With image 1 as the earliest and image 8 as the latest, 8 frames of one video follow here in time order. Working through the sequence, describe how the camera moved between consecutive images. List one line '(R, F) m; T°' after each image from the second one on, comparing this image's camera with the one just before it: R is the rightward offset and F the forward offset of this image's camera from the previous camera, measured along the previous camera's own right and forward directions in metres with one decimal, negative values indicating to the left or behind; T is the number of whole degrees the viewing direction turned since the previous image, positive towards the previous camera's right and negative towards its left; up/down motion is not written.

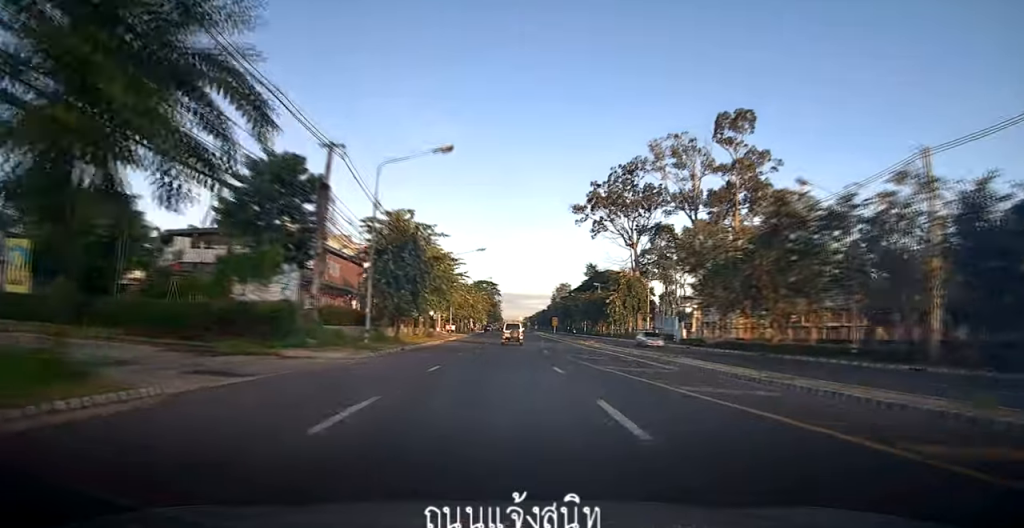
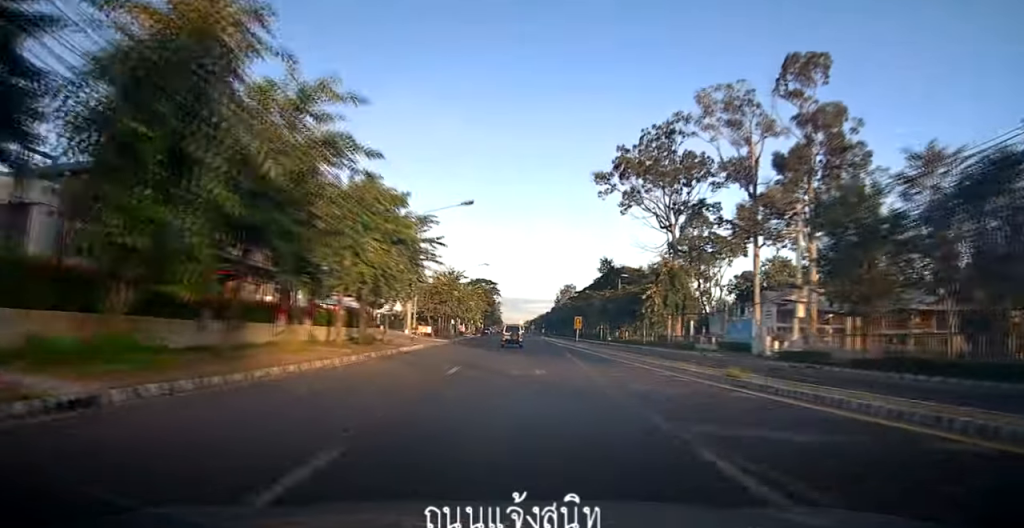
(-0.5, +23.6) m; -1°
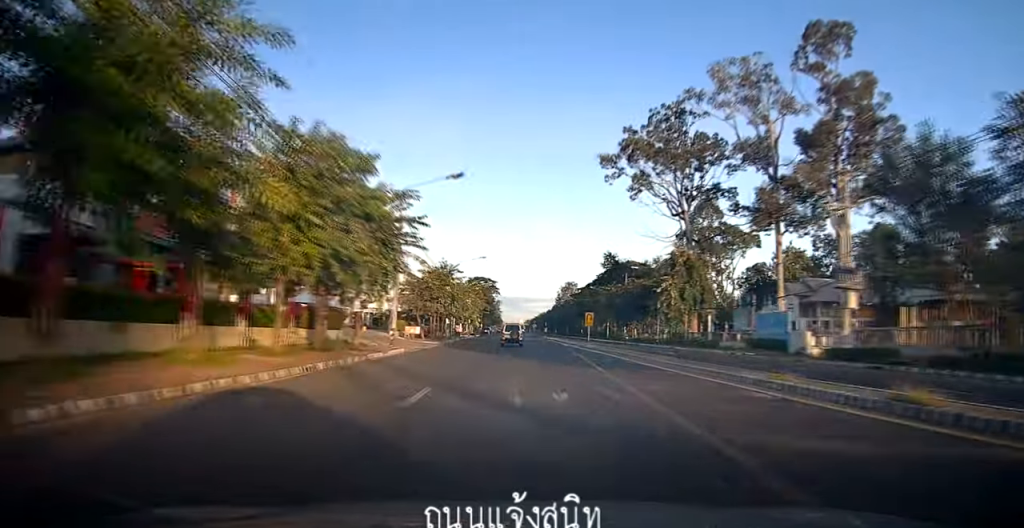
(+0.2, +6.7) m; +1°
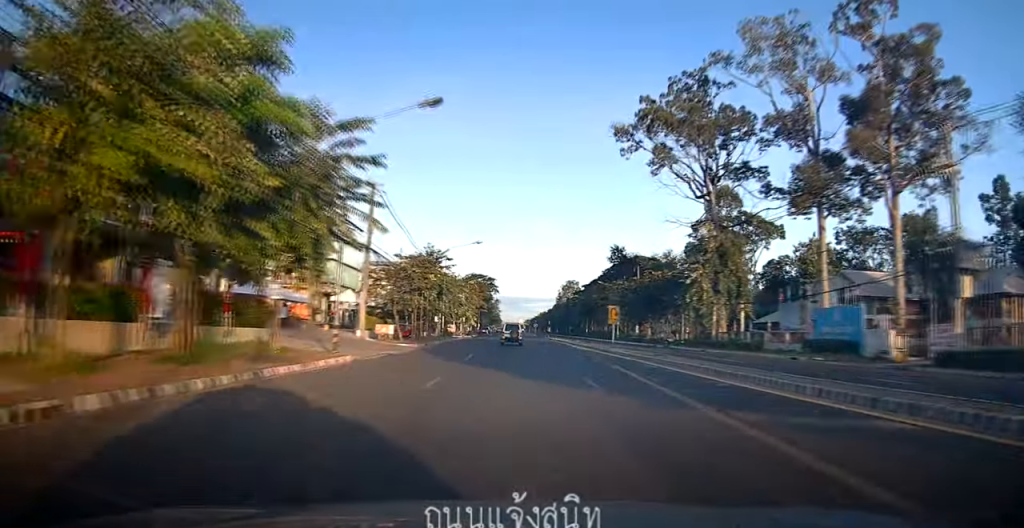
(+0.2, +10.1) m; +1°
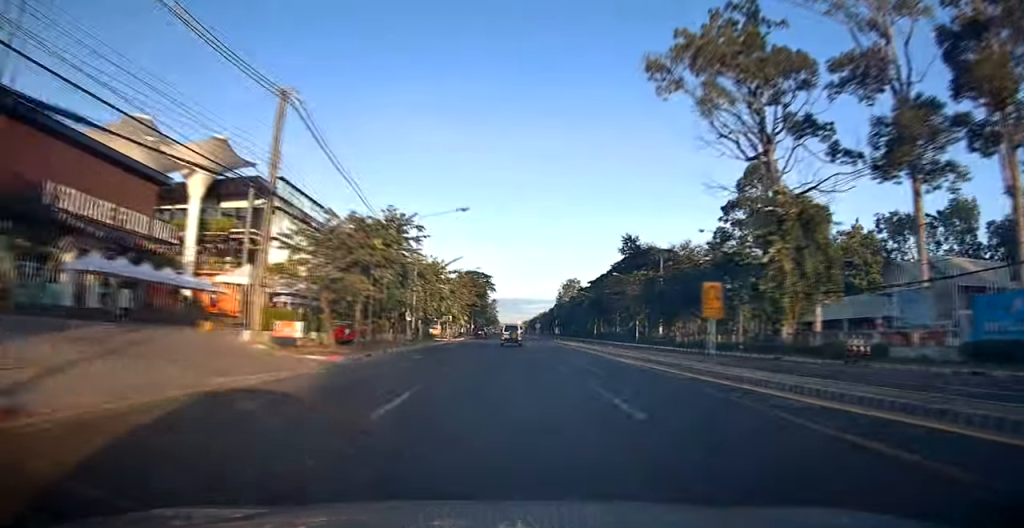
(-0.1, +15.6) m; 0°
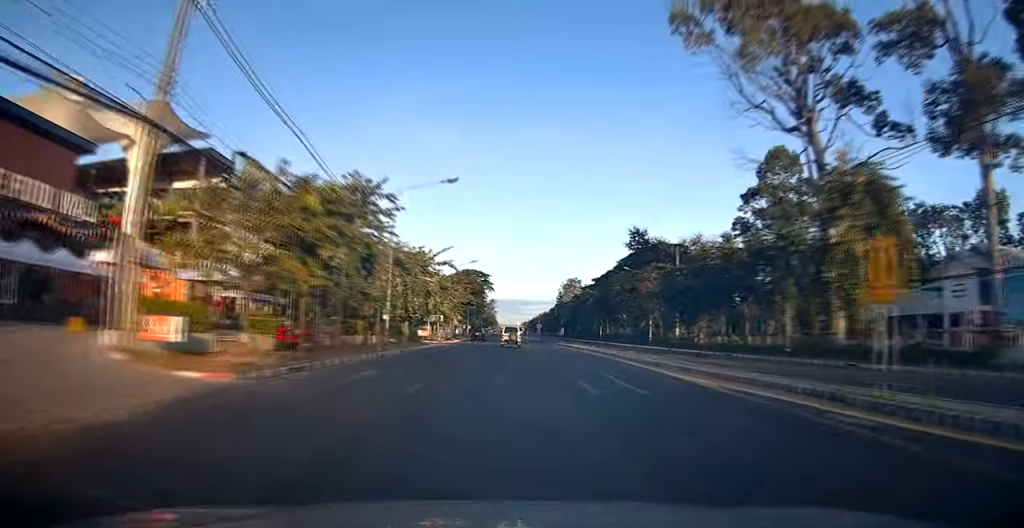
(0.0, +7.8) m; 0°
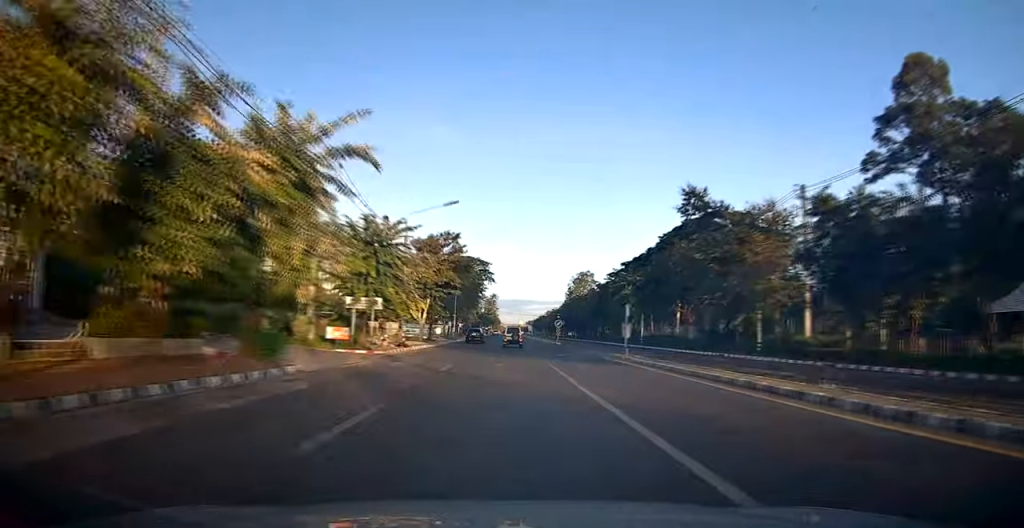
(-0.1, +29.8) m; -1°
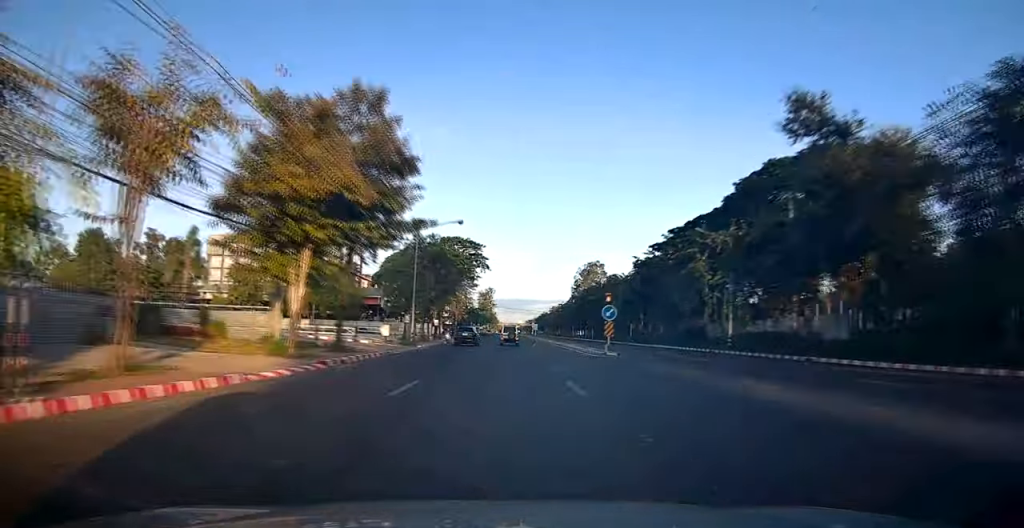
(-0.5, +30.3) m; -1°
